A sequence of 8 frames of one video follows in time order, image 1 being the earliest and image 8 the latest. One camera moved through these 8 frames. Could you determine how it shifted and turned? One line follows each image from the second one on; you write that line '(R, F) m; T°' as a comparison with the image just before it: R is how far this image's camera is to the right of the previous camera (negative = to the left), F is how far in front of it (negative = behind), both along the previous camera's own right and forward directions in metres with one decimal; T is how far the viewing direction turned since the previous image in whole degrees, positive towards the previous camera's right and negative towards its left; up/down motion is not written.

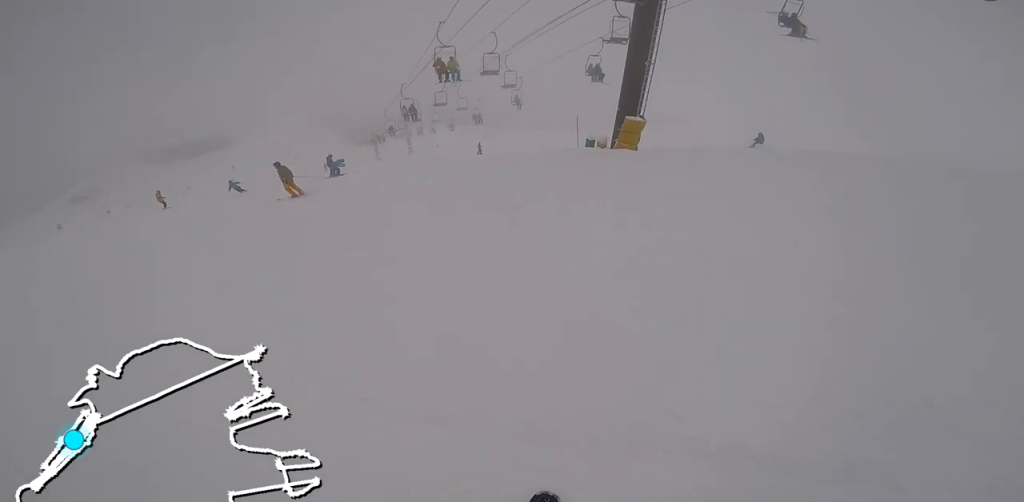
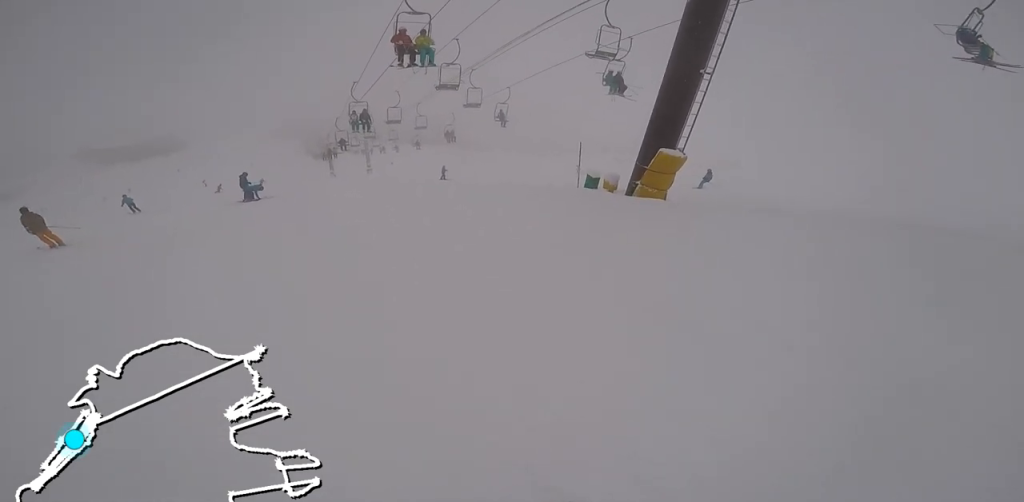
(+0.2, +5.1) m; -6°
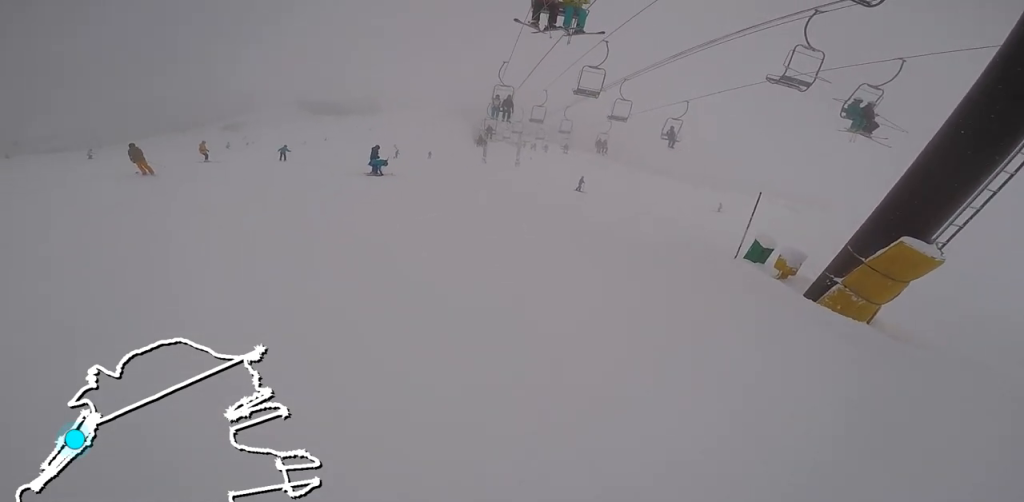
(-0.2, +3.5) m; -9°
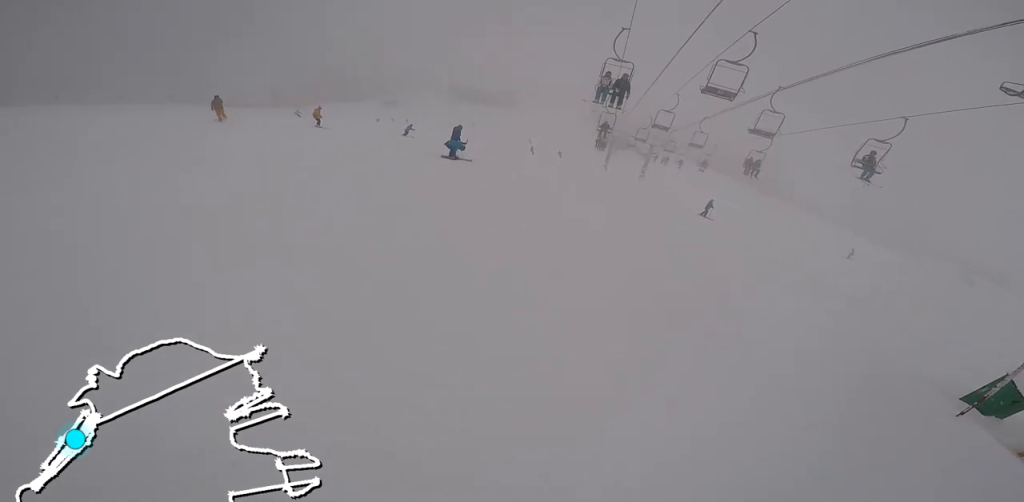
(-0.6, +4.1) m; -1°
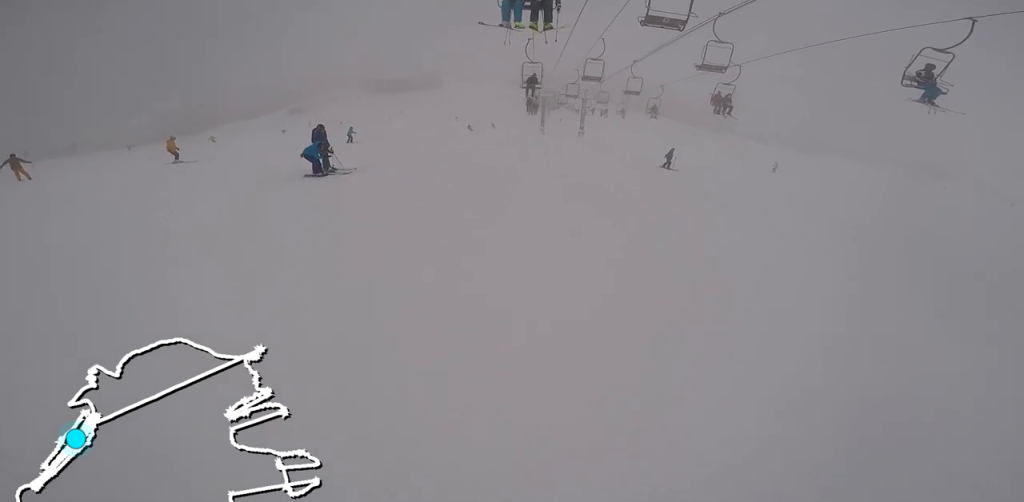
(+0.3, +4.9) m; +6°
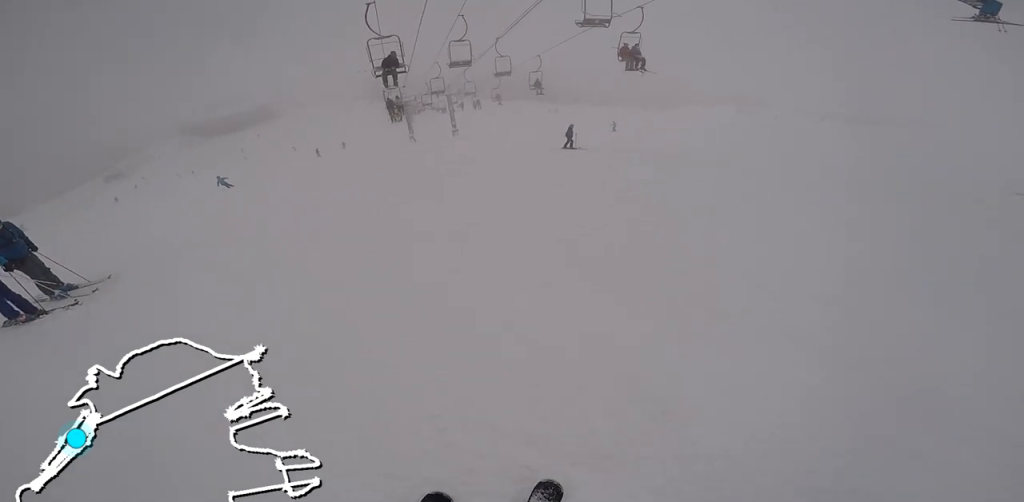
(+0.3, +4.4) m; -1°
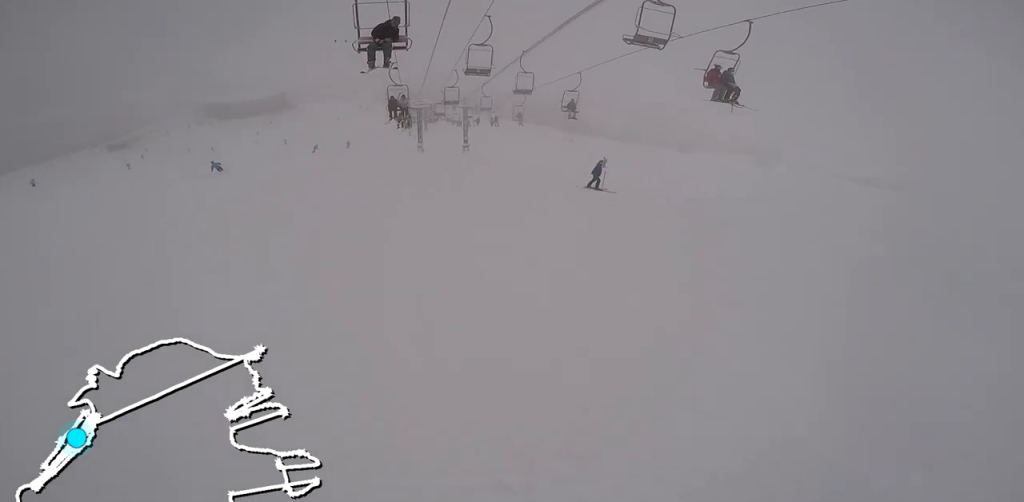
(+0.4, +3.5) m; -9°
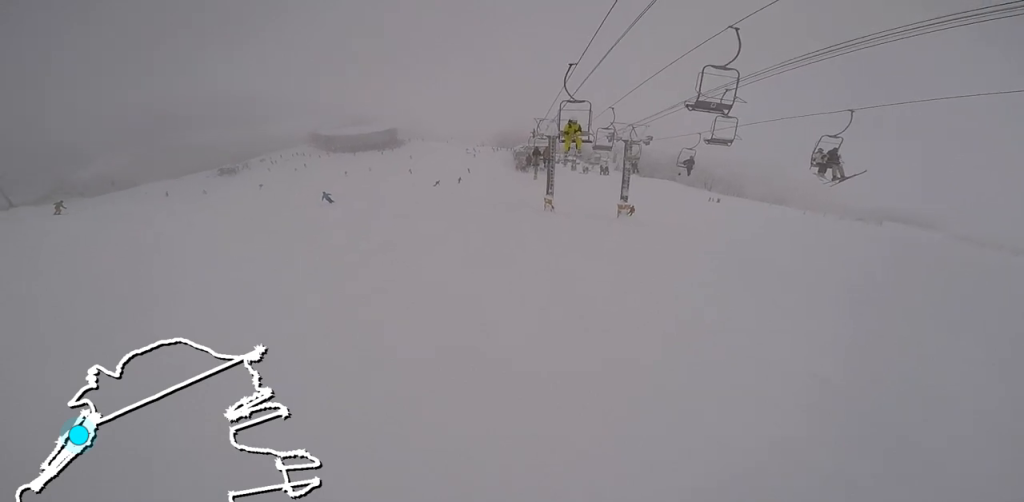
(-6.3, +25.2) m; -15°
